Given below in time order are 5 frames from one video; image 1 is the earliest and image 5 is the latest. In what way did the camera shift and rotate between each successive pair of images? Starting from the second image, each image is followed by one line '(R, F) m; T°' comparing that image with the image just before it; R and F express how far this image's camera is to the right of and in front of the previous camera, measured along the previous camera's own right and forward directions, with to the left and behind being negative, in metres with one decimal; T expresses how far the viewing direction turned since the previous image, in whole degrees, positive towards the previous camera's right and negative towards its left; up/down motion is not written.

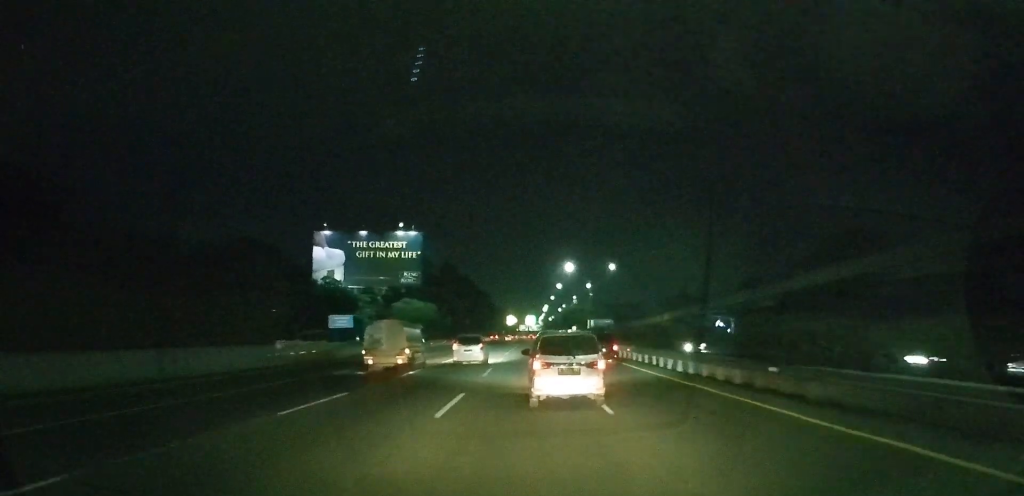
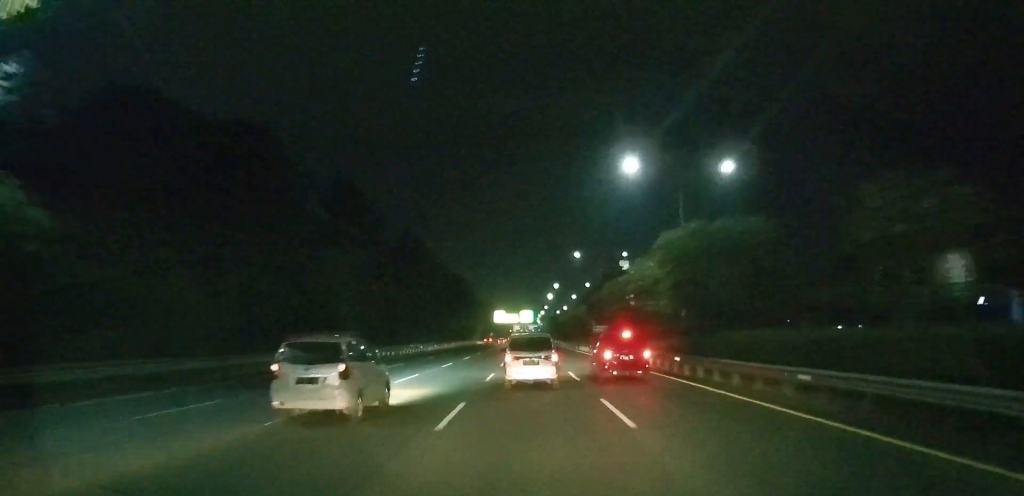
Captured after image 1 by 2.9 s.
(+0.5, +76.5) m; +1°
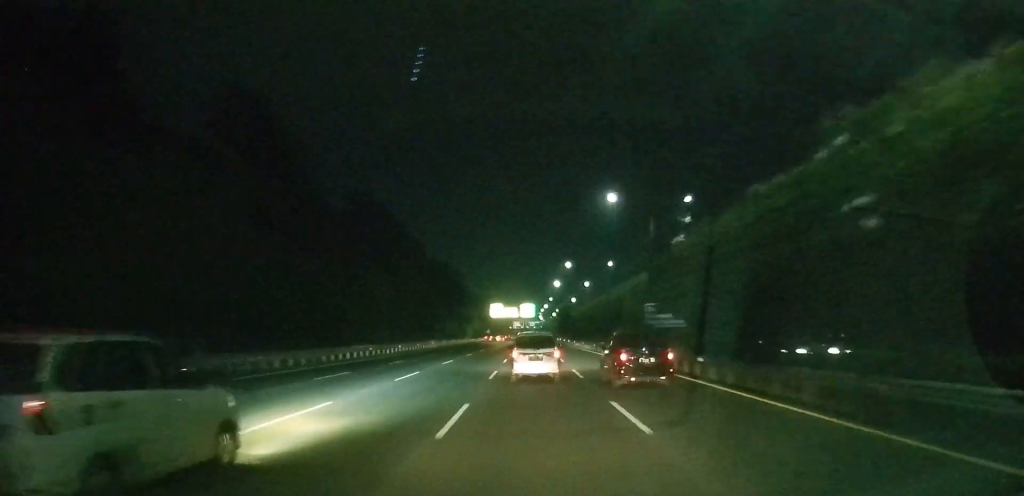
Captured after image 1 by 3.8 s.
(0.0, +25.7) m; 0°
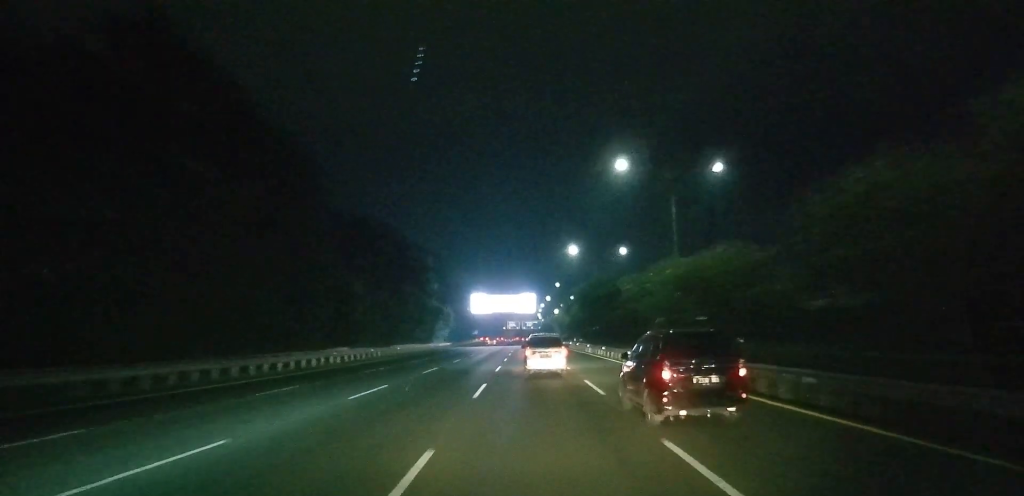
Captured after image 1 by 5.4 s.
(-0.1, +44.7) m; 0°
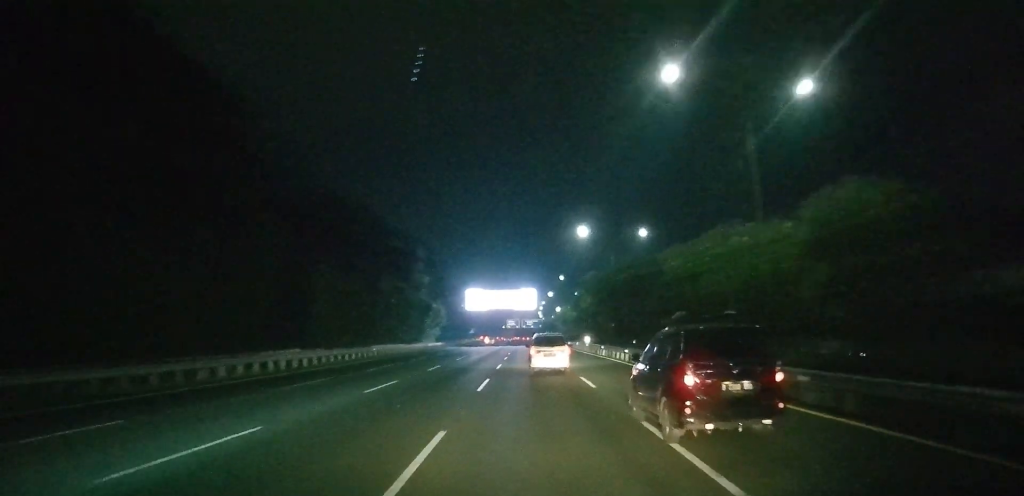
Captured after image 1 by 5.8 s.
(+0.1, +11.3) m; 0°
